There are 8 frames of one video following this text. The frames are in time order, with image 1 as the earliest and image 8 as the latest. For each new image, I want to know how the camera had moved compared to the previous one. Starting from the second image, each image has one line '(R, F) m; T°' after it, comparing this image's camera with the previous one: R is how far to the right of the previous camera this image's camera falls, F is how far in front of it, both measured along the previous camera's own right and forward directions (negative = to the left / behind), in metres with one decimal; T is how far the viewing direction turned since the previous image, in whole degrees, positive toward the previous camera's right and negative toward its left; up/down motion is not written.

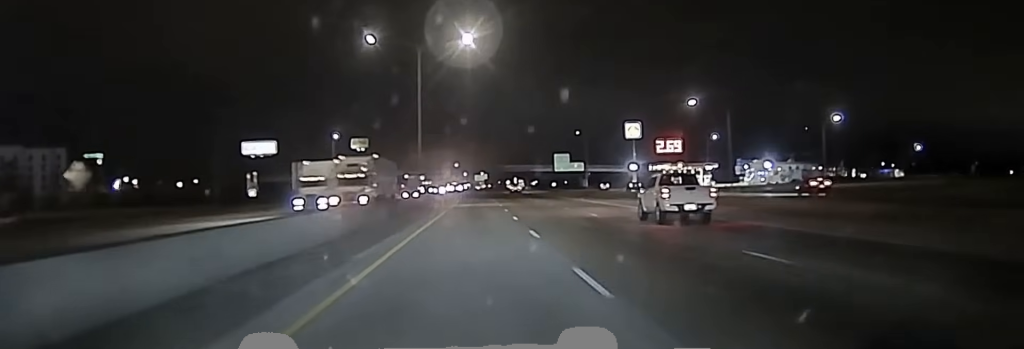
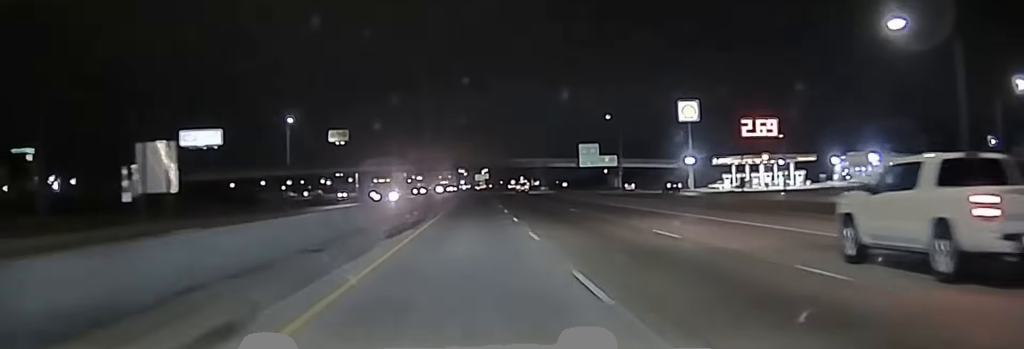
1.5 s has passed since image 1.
(0.0, +64.2) m; 0°
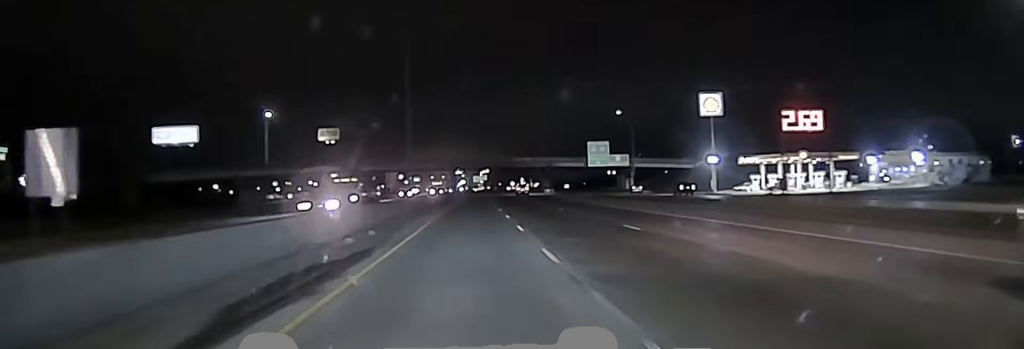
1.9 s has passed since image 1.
(+0.2, +19.6) m; 0°
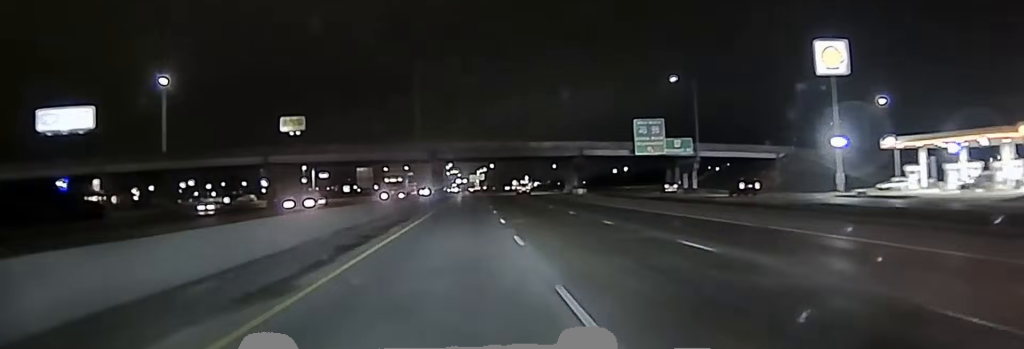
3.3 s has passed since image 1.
(+0.2, +58.0) m; 0°
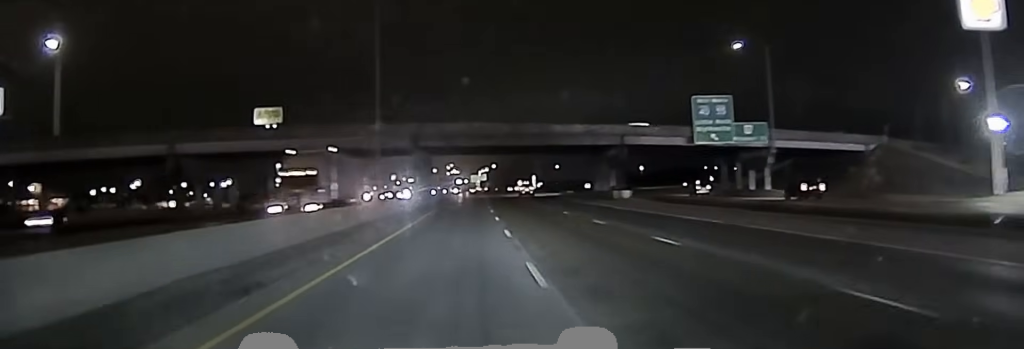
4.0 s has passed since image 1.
(-0.1, +32.1) m; -1°
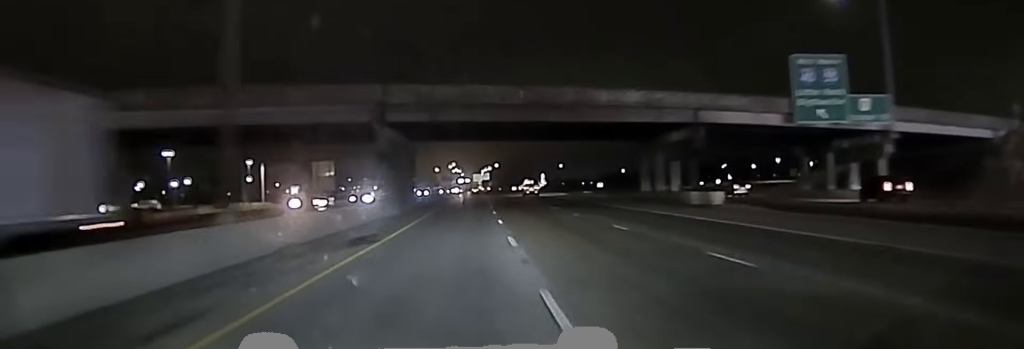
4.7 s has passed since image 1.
(-0.2, +30.0) m; 0°
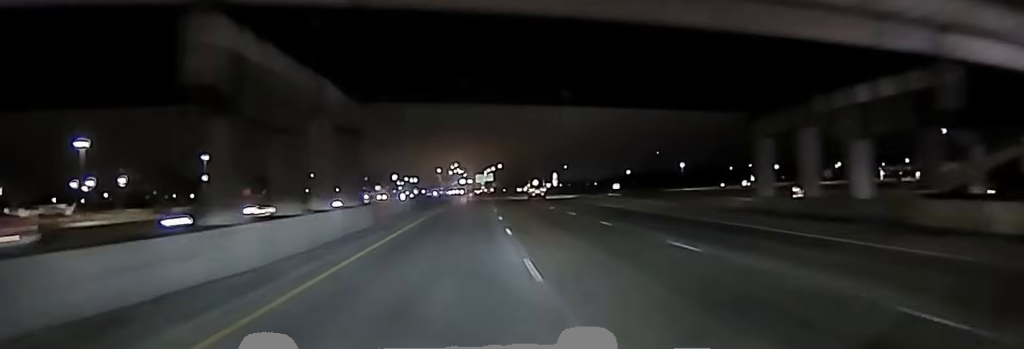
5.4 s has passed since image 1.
(-0.1, +33.0) m; 0°
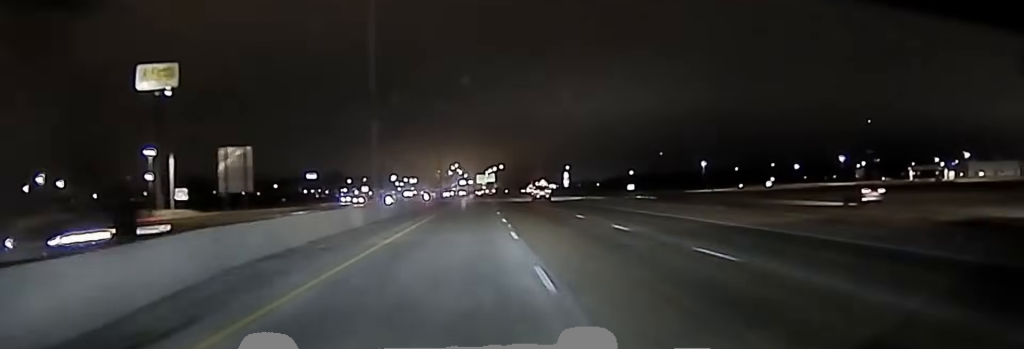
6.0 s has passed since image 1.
(+0.4, +25.6) m; 0°
